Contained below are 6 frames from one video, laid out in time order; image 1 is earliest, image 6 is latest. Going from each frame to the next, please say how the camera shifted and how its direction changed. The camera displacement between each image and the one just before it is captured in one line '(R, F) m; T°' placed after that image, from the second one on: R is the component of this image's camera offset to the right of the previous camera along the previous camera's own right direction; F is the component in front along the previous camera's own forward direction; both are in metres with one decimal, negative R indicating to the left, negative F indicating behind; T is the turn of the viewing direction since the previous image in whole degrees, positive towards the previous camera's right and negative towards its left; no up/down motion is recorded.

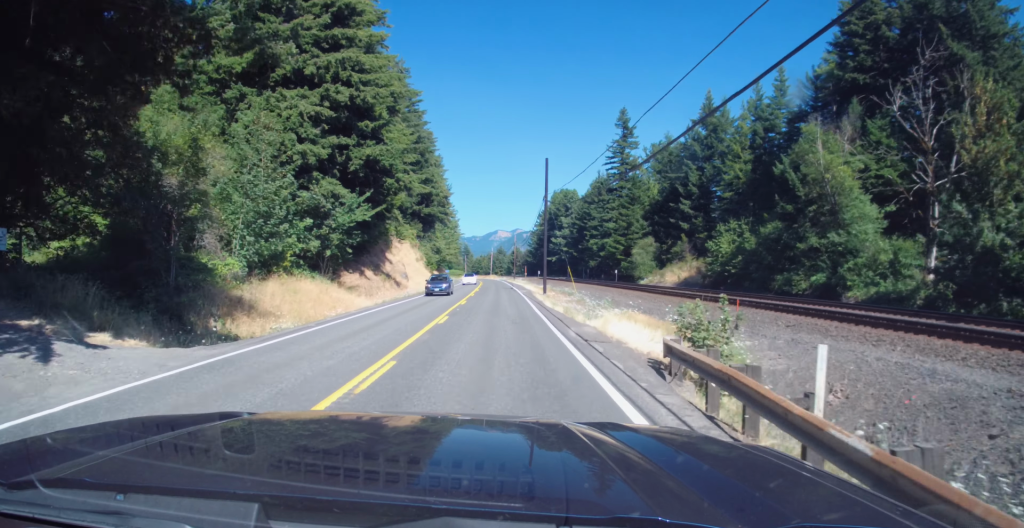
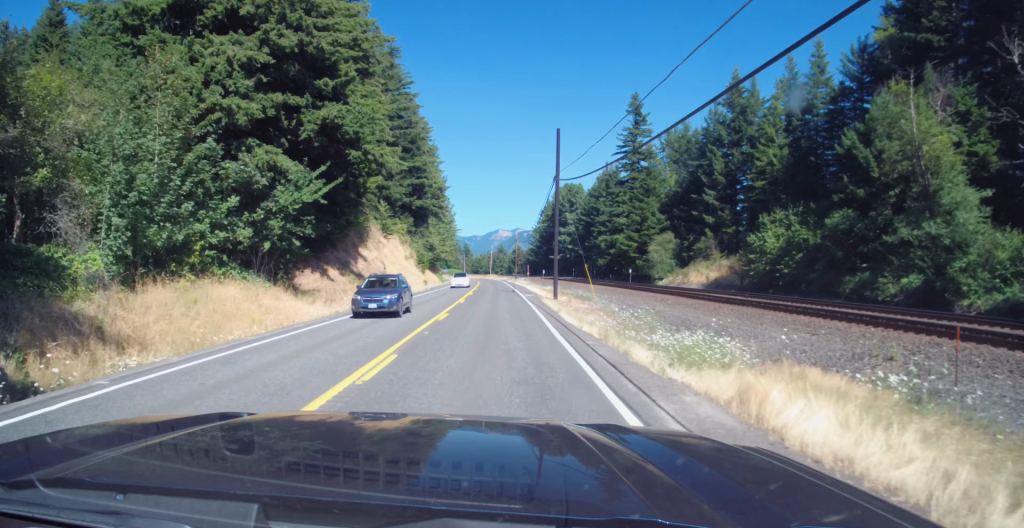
(0.0, +11.4) m; 0°
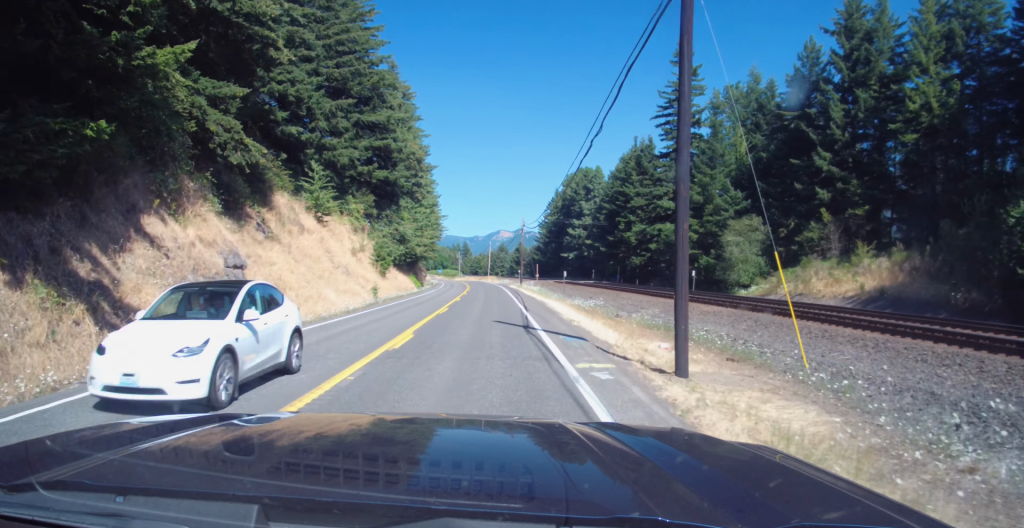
(0.0, +31.8) m; 0°
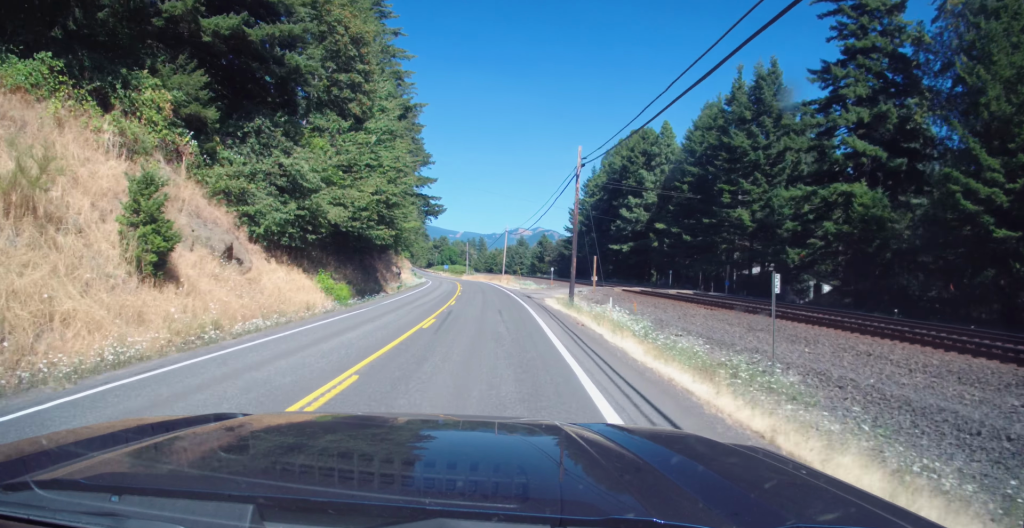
(-0.6, +43.9) m; -2°
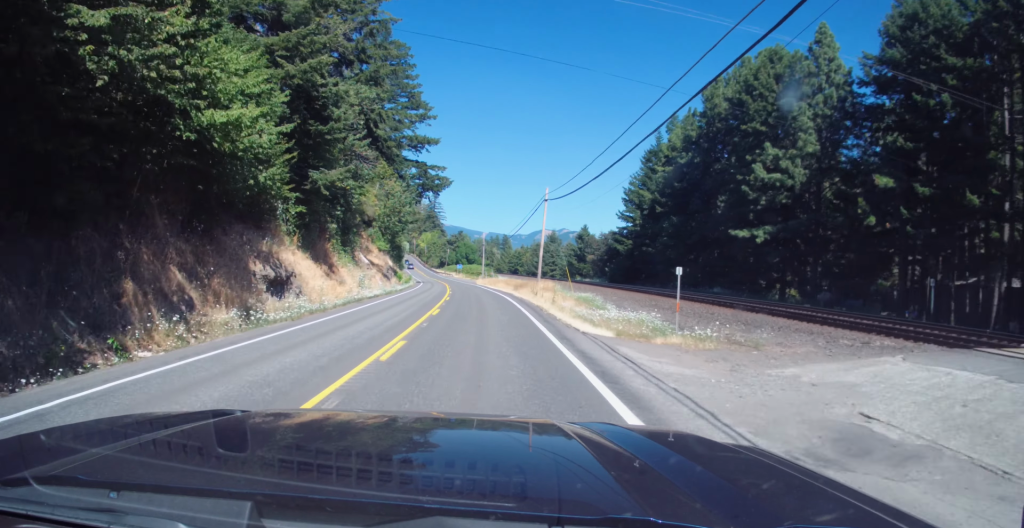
(-0.6, +44.1) m; -2°
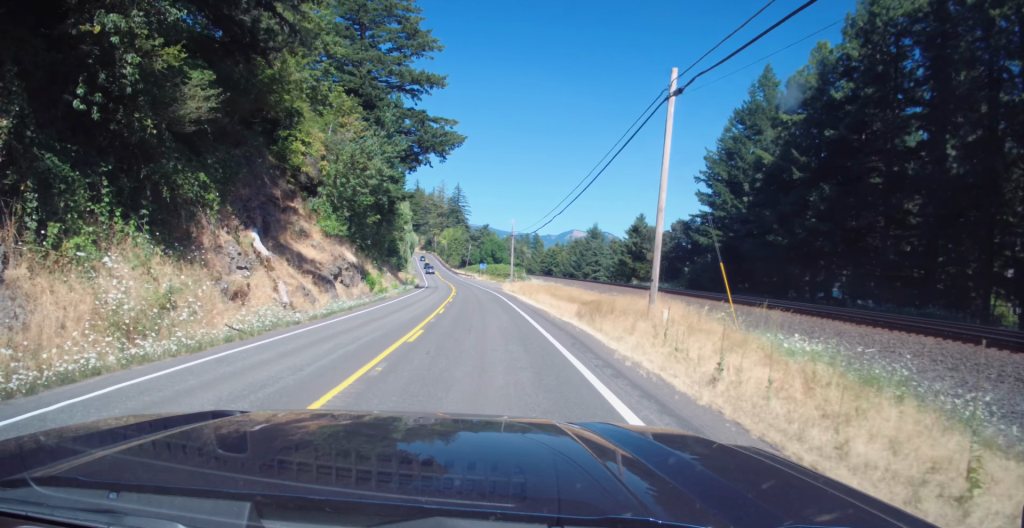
(-0.8, +32.4) m; -3°
